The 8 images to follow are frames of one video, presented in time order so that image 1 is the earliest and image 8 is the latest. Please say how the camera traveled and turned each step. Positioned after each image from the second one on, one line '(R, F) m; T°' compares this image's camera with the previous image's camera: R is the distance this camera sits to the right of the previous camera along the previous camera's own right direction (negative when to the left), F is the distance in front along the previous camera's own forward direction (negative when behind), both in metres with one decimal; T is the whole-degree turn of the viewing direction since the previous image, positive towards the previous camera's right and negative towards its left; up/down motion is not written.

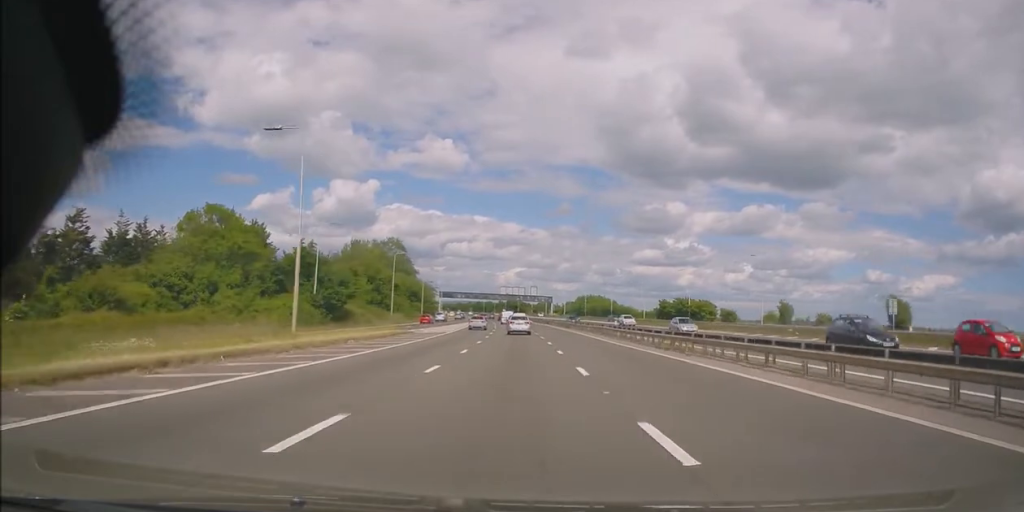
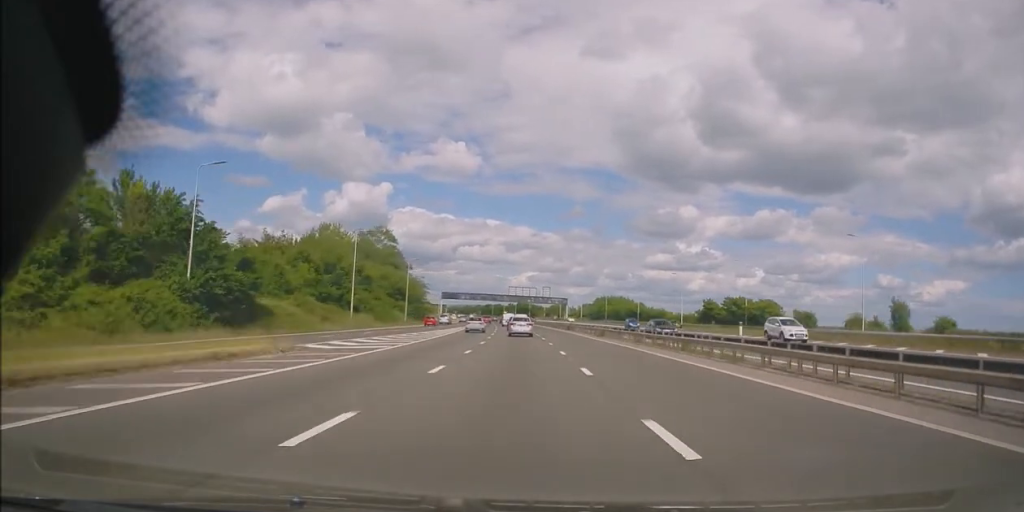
(-0.5, +25.4) m; -1°
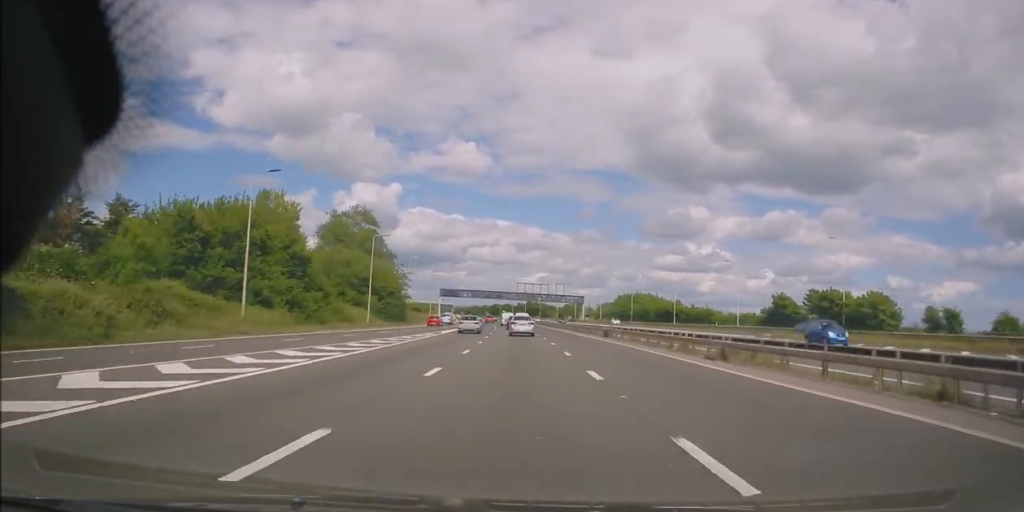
(-0.1, +27.0) m; -1°
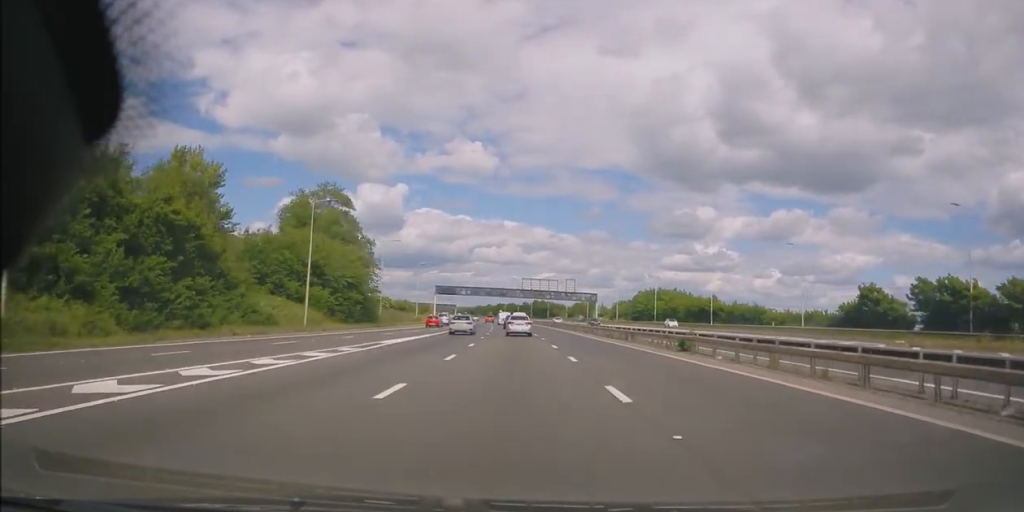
(-0.1, +20.9) m; -1°
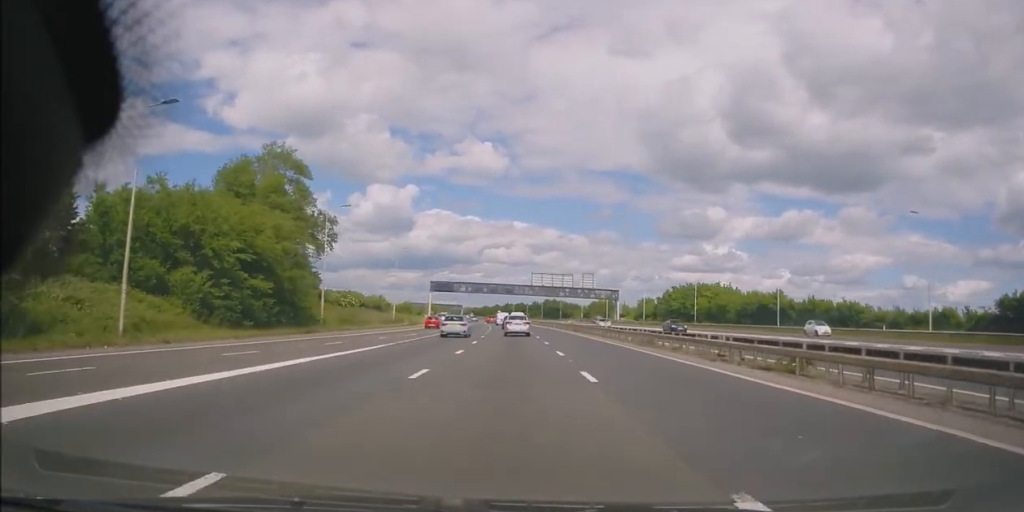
(-0.2, +24.3) m; -1°
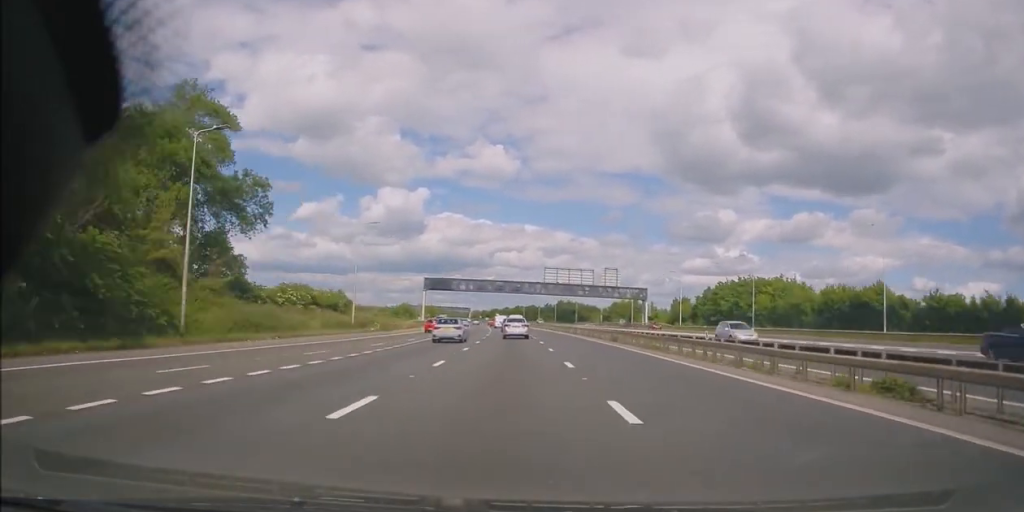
(-0.3, +23.0) m; -1°
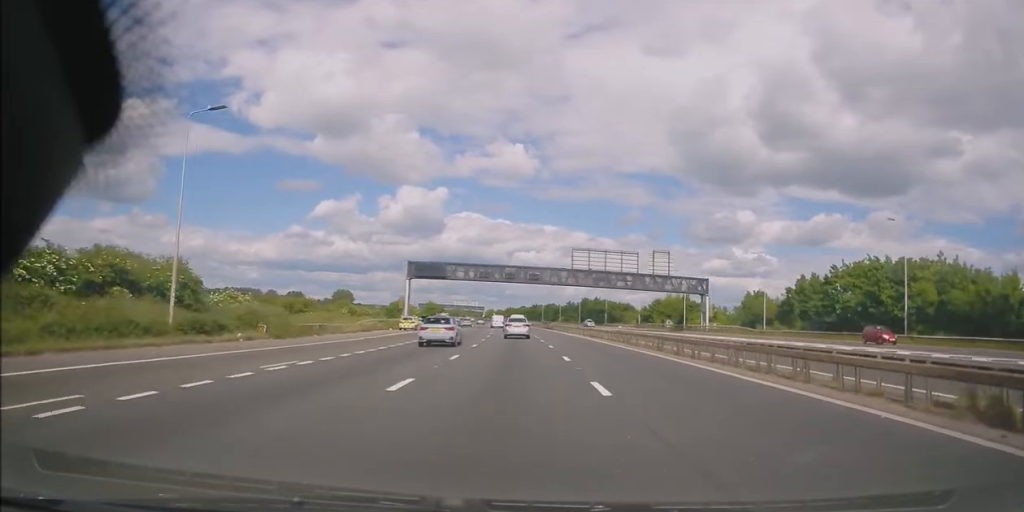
(0.0, +32.6) m; -1°
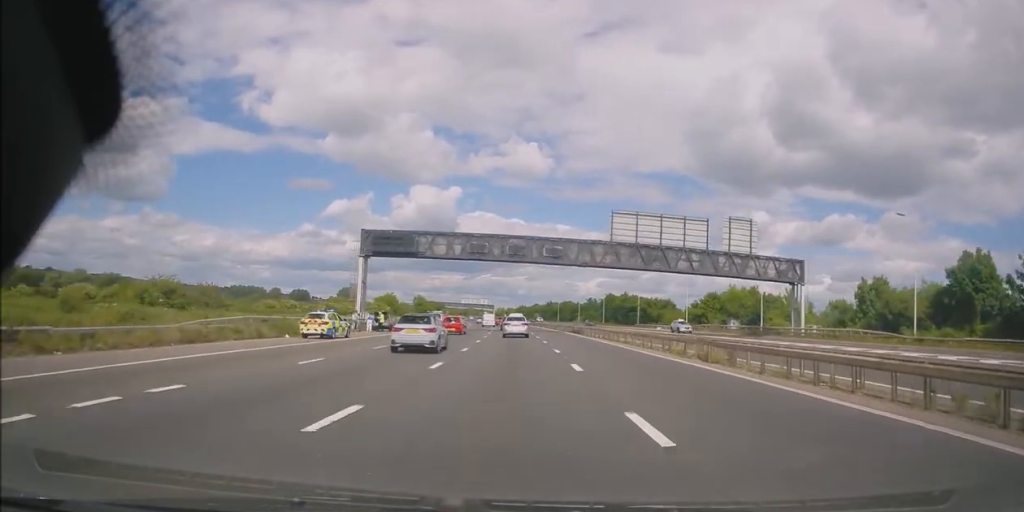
(-0.6, +30.6) m; -3°
